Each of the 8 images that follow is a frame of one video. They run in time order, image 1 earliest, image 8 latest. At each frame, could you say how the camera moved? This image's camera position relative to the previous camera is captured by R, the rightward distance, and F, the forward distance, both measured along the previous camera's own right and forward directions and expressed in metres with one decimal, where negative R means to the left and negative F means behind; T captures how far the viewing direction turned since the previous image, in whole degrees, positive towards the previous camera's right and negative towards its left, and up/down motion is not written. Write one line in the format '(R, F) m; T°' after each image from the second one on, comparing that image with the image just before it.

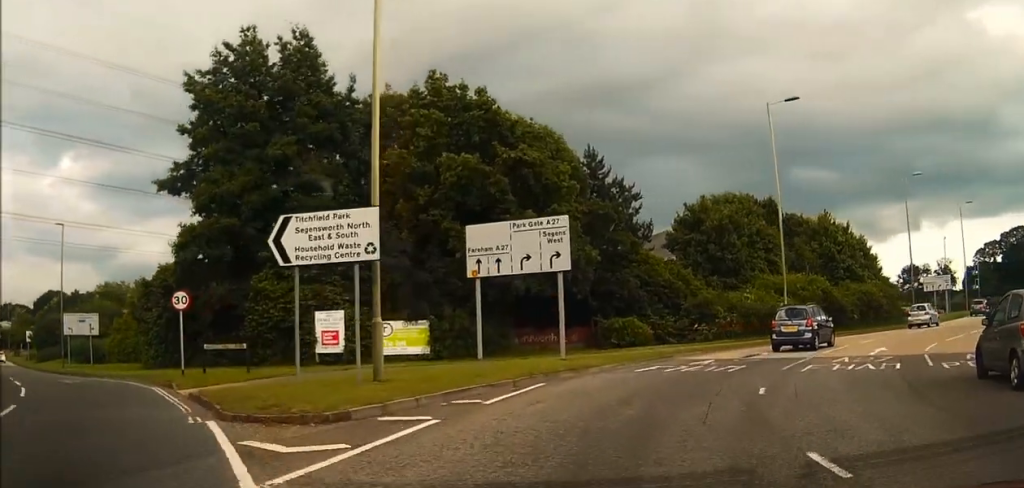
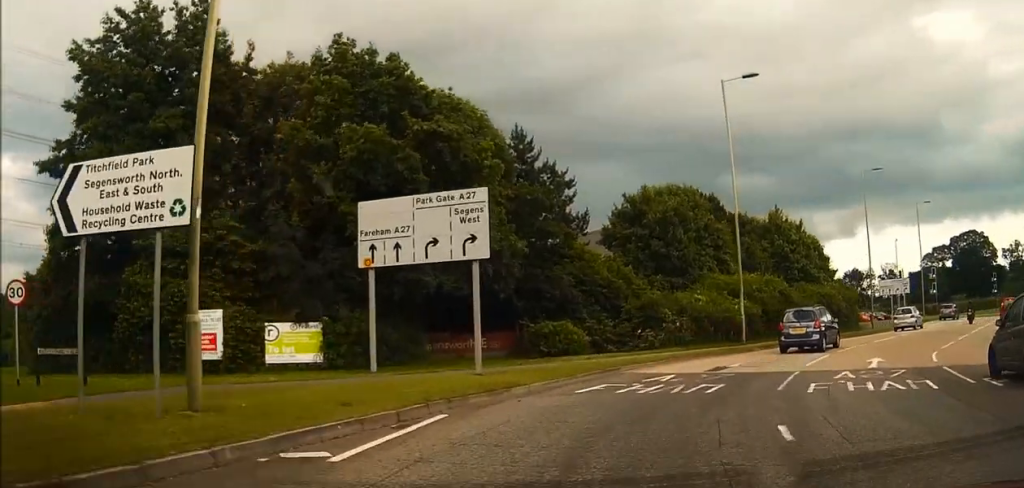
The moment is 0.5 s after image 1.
(+0.4, +4.7) m; +9°
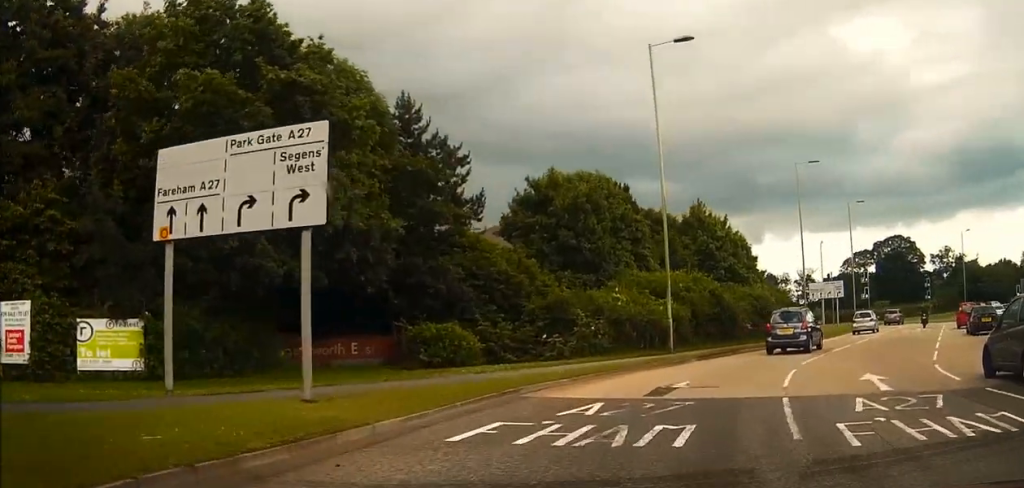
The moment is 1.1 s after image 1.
(+1.1, +5.4) m; +10°
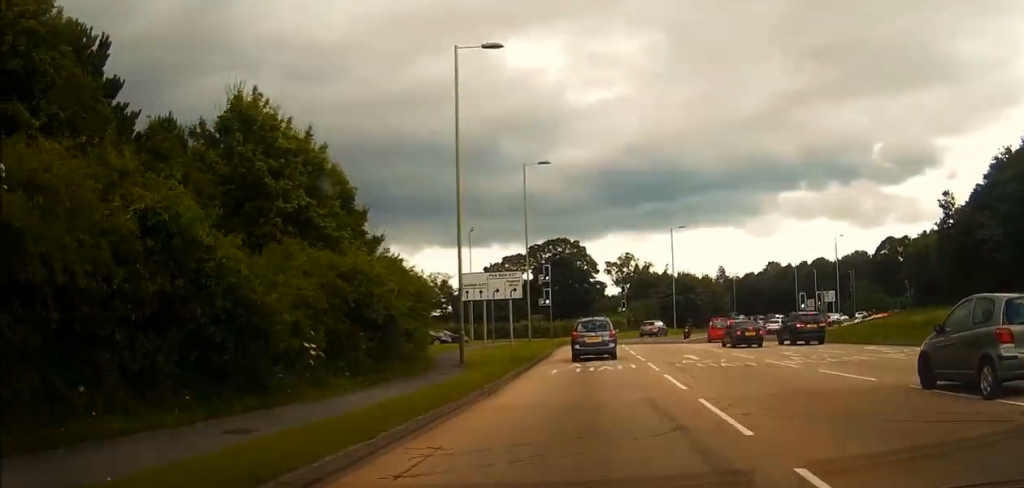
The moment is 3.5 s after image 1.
(+2.0, +25.7) m; +5°
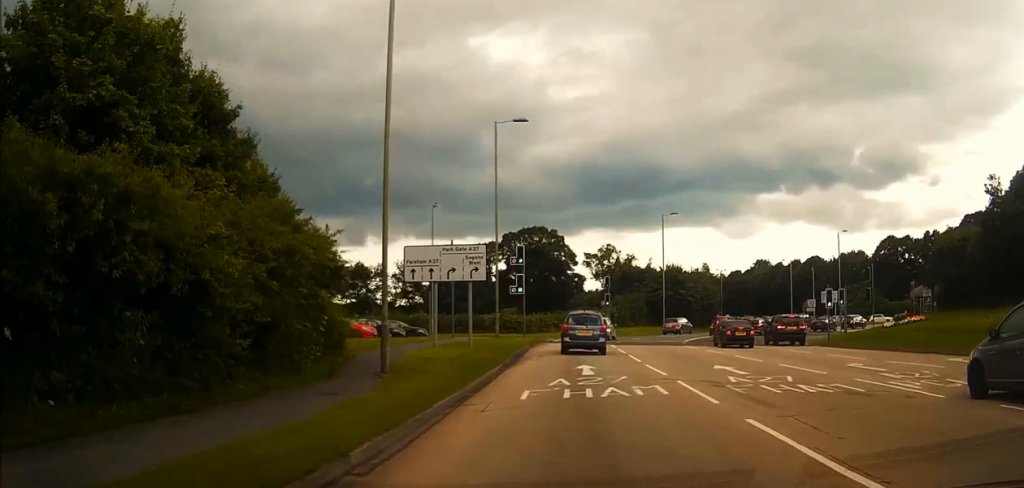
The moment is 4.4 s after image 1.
(0.0, +9.5) m; 0°
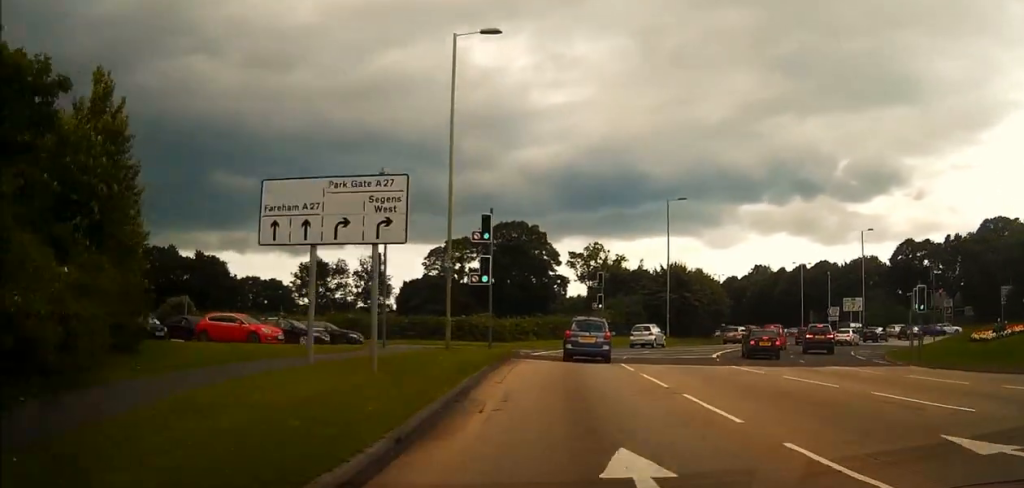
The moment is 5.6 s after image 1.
(0.0, +14.0) m; 0°
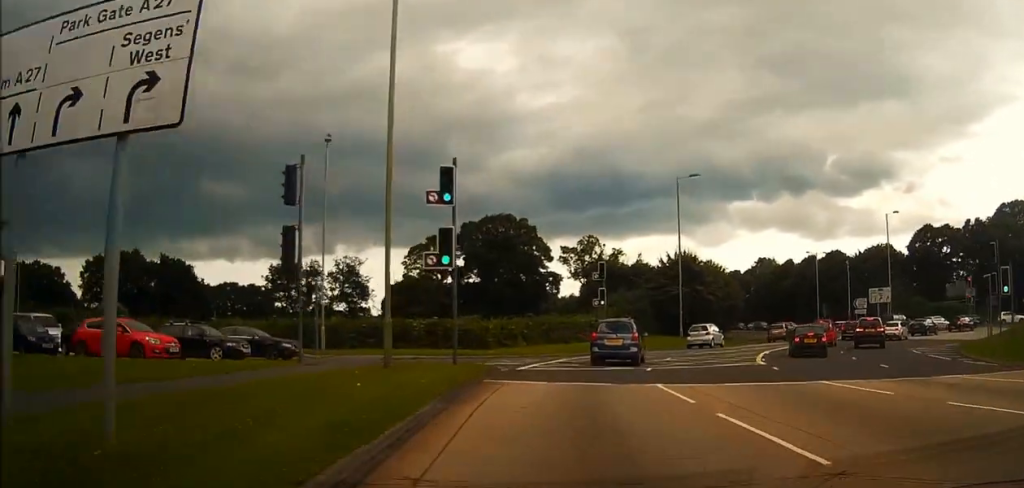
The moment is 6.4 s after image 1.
(0.0, +9.6) m; +1°
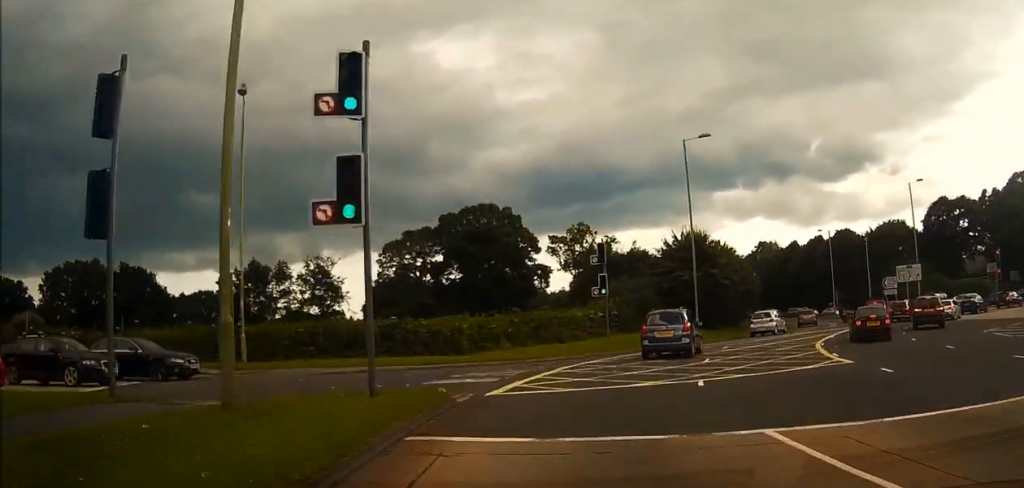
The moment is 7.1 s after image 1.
(-0.2, +8.9) m; +6°
